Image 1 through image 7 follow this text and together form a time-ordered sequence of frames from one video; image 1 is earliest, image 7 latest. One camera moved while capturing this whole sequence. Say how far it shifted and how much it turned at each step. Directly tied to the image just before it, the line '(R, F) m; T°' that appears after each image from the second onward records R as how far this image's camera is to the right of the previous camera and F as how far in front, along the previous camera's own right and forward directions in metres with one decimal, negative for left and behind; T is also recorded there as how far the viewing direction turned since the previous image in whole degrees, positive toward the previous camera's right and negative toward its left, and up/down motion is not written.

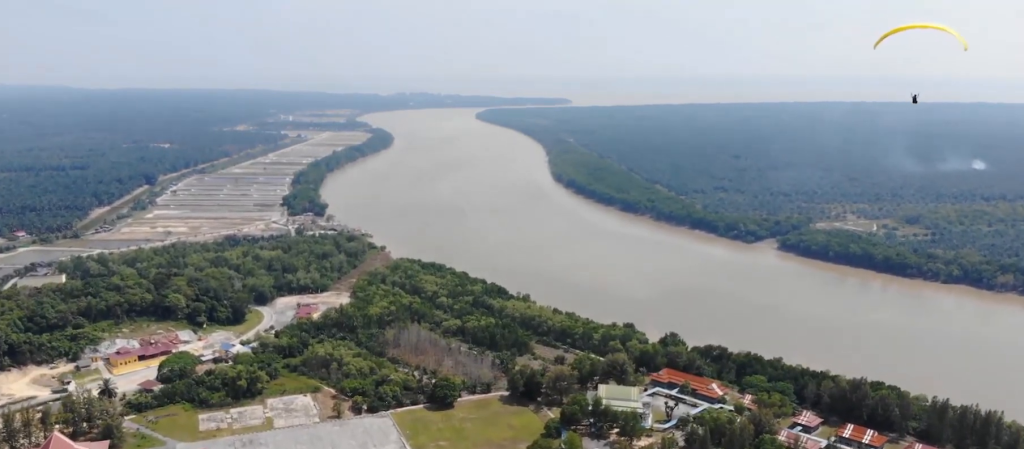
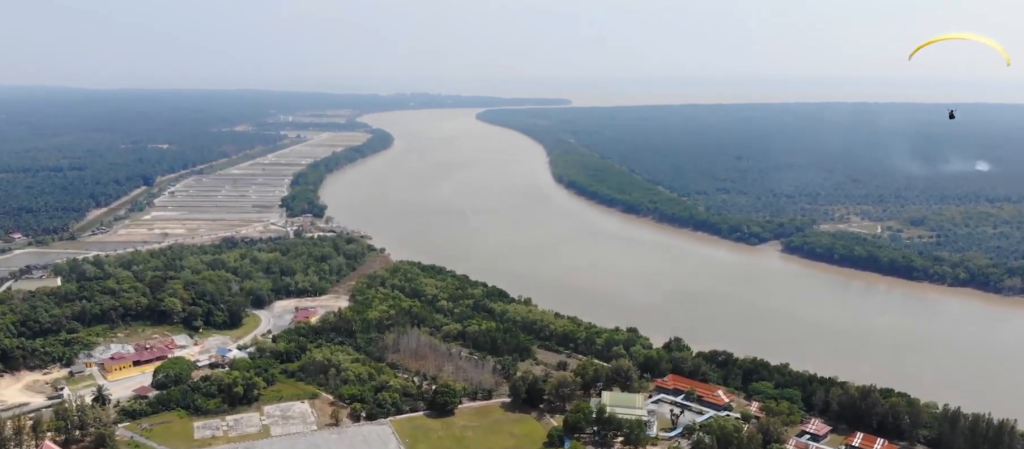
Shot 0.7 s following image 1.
(0.0, +8.3) m; 0°
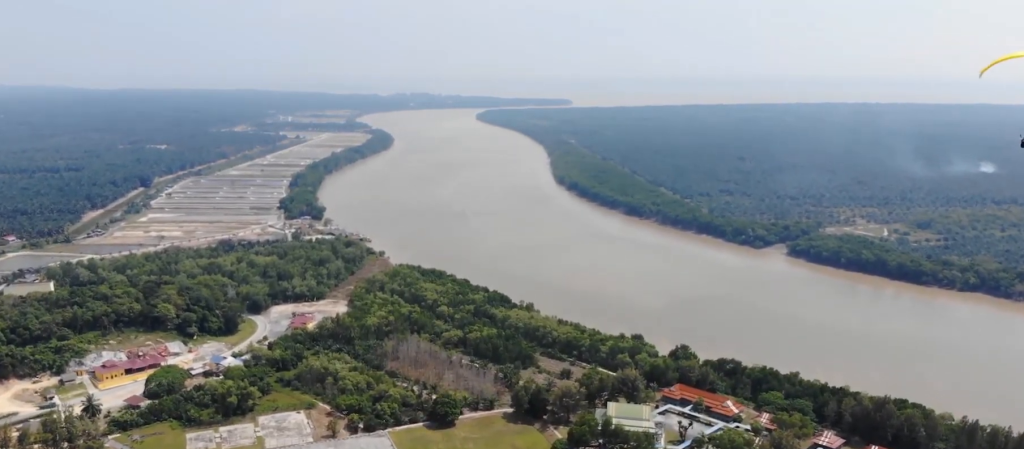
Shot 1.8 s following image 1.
(0.0, +12.5) m; 0°
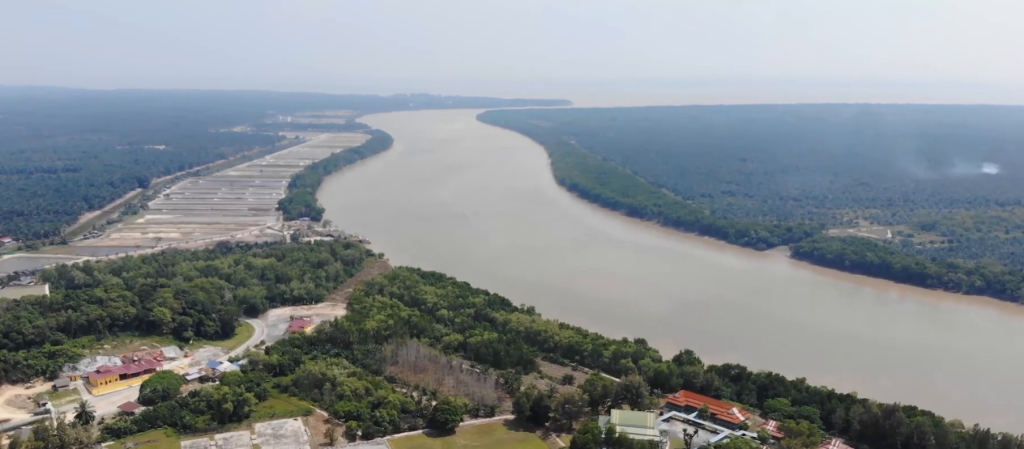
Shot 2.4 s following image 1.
(0.0, +7.8) m; 0°
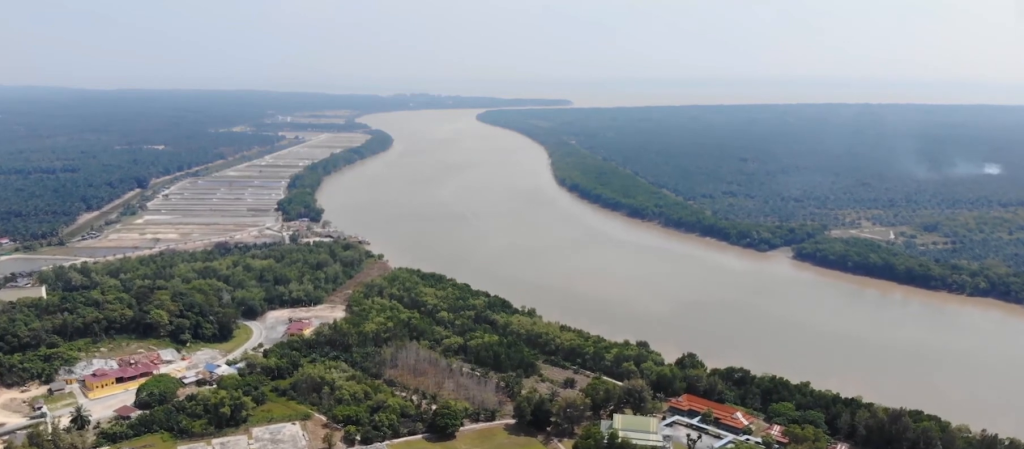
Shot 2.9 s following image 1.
(0.0, +5.1) m; 0°
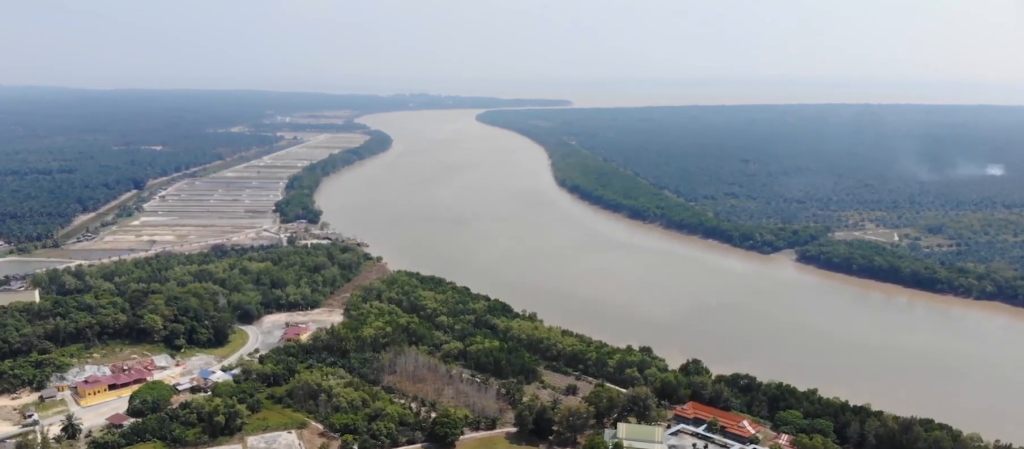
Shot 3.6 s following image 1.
(0.0, +9.0) m; 0°
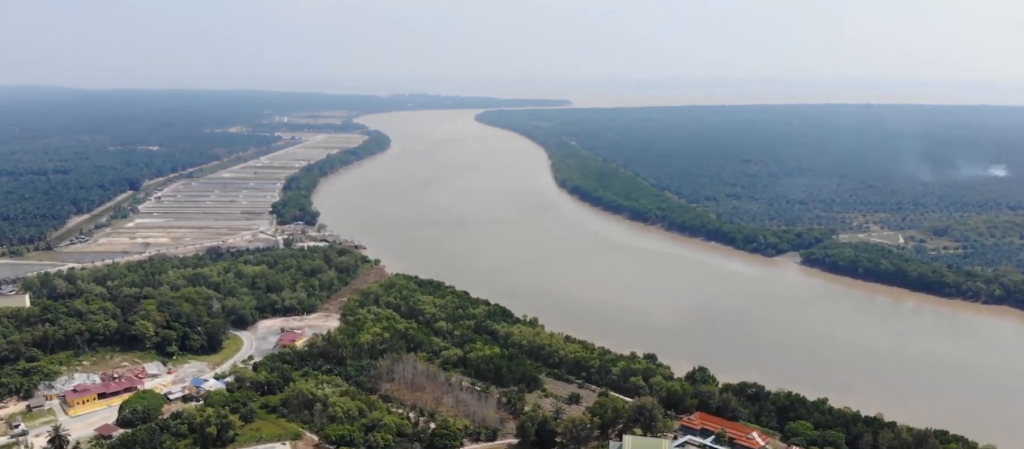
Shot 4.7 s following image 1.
(-0.1, +12.0) m; -1°
